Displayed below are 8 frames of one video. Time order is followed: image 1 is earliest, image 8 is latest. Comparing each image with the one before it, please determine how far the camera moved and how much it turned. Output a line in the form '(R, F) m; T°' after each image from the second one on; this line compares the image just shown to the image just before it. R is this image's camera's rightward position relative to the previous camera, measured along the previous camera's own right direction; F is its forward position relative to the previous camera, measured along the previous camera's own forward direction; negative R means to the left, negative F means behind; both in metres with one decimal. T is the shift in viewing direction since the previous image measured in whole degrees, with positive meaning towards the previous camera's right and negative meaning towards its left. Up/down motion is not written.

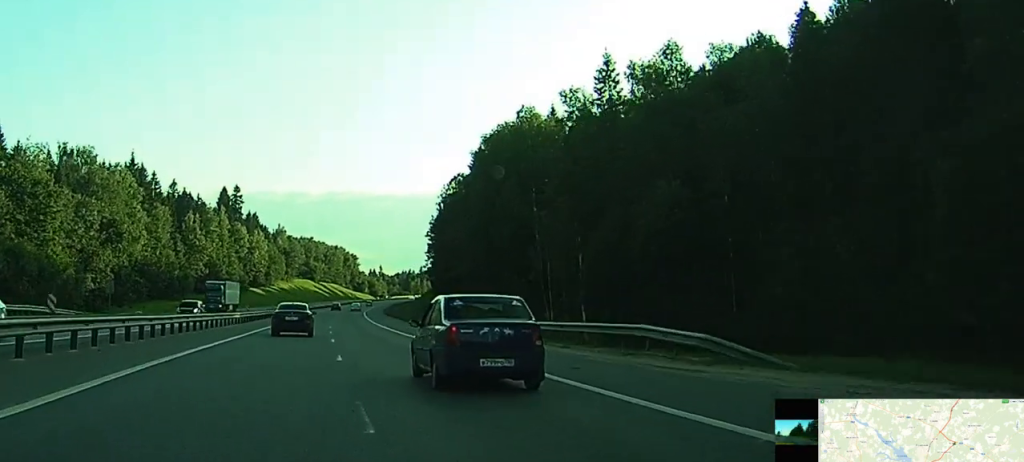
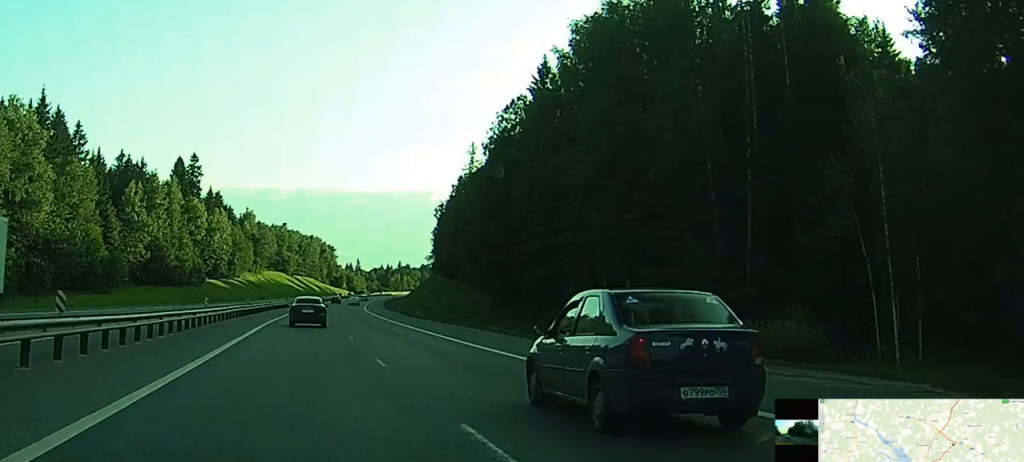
(+0.6, +53.3) m; +1°
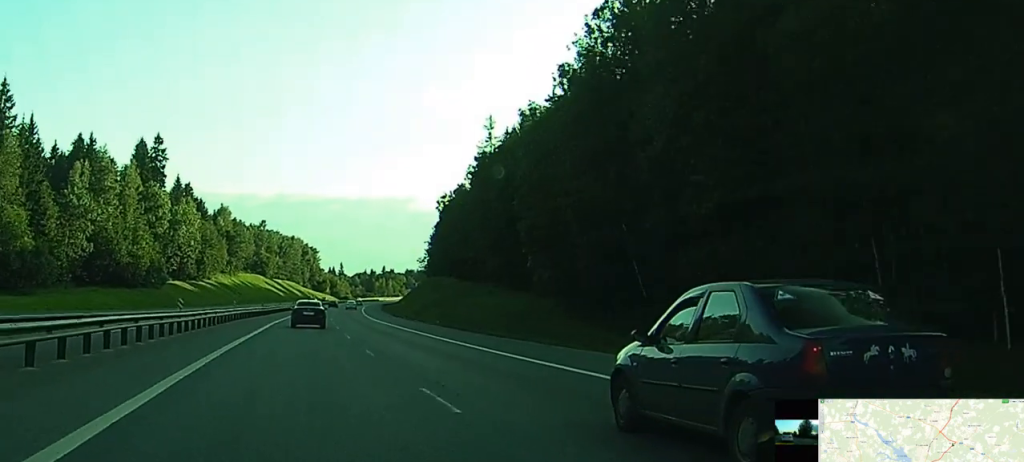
(+0.1, +33.5) m; +1°
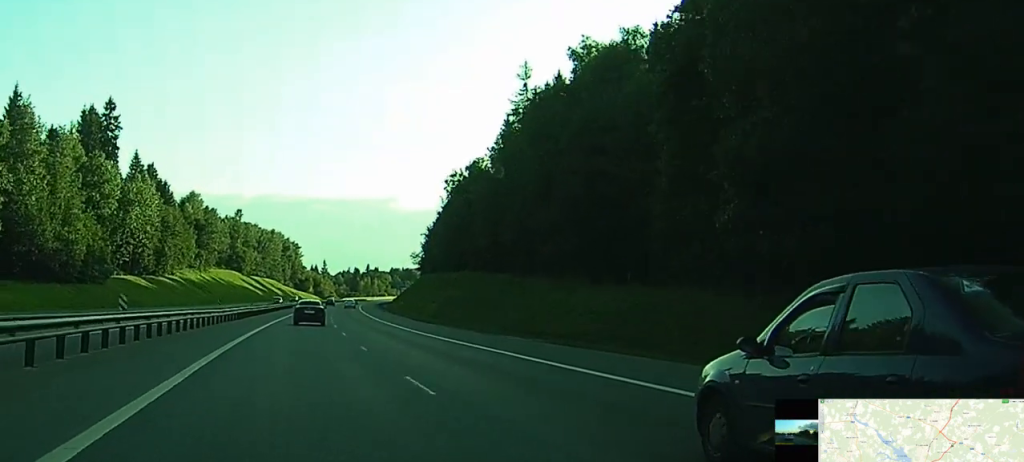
(+0.6, +34.8) m; +2°
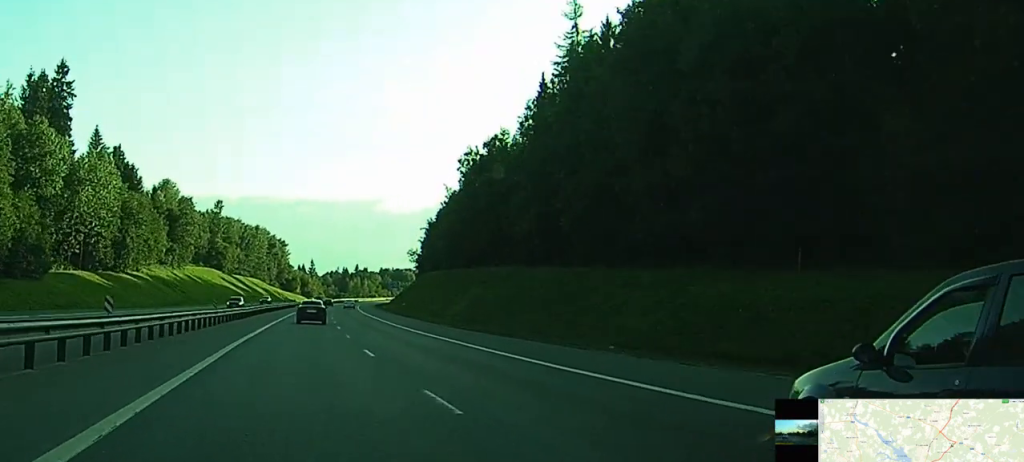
(+0.4, +26.2) m; +1°
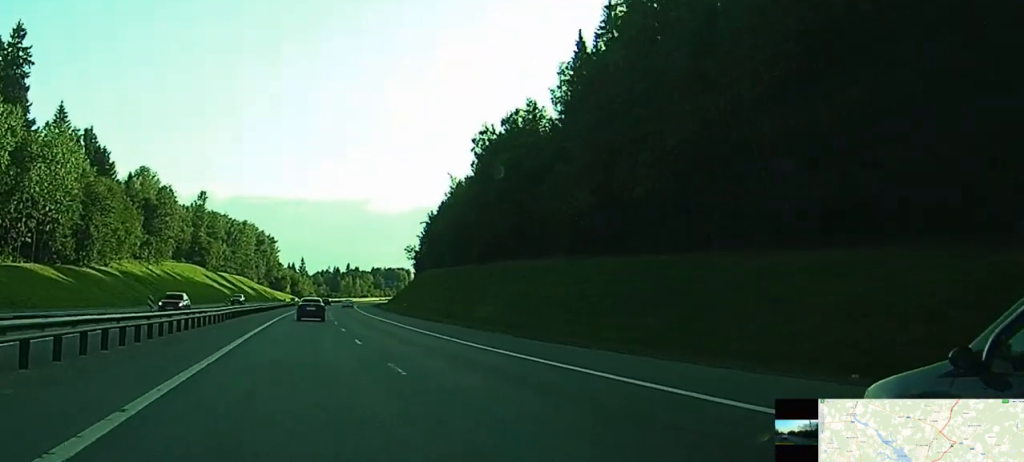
(0.0, +18.2) m; 0°
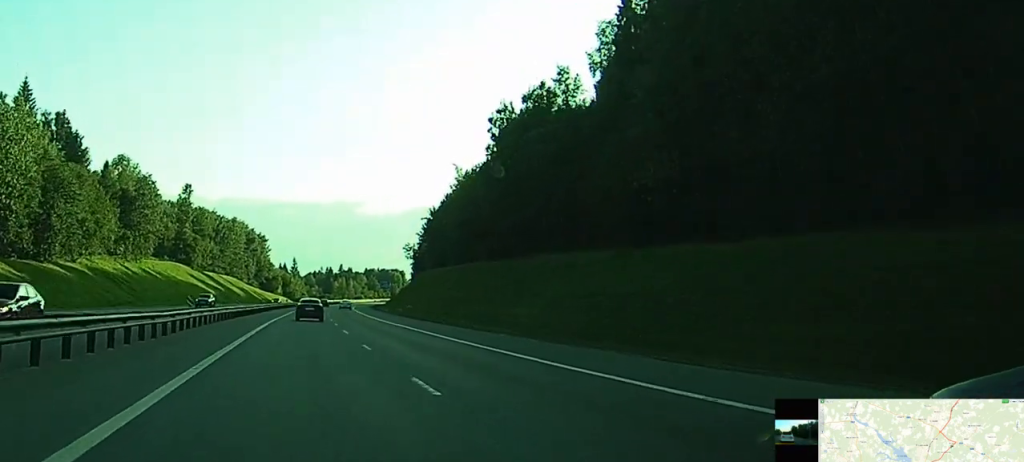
(-0.1, +15.2) m; 0°
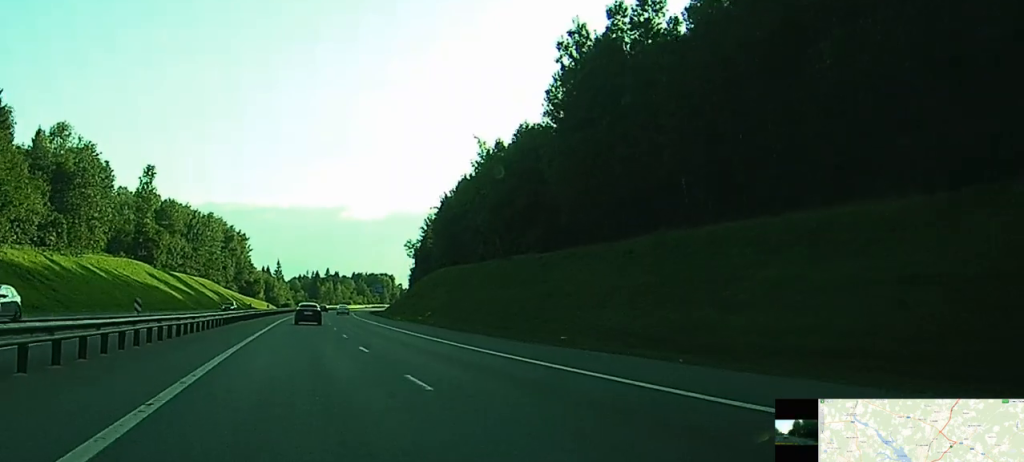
(+0.4, +34.0) m; +2°
